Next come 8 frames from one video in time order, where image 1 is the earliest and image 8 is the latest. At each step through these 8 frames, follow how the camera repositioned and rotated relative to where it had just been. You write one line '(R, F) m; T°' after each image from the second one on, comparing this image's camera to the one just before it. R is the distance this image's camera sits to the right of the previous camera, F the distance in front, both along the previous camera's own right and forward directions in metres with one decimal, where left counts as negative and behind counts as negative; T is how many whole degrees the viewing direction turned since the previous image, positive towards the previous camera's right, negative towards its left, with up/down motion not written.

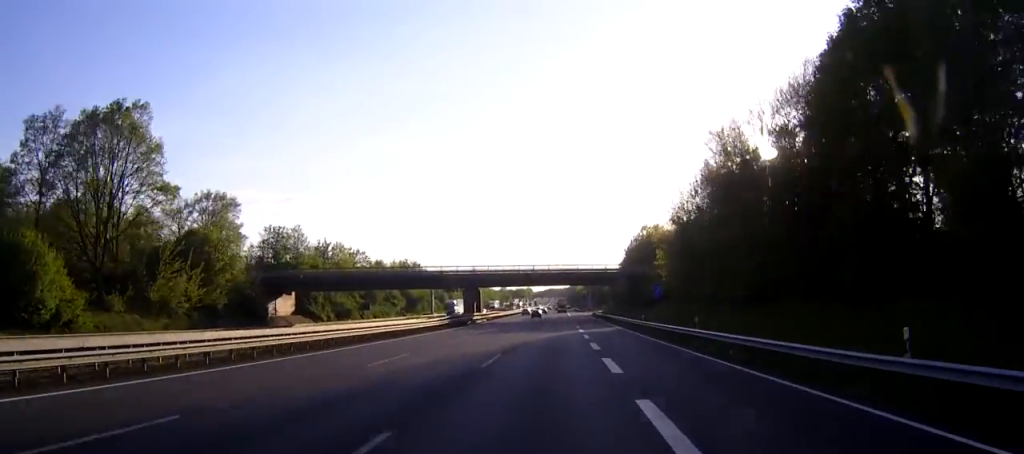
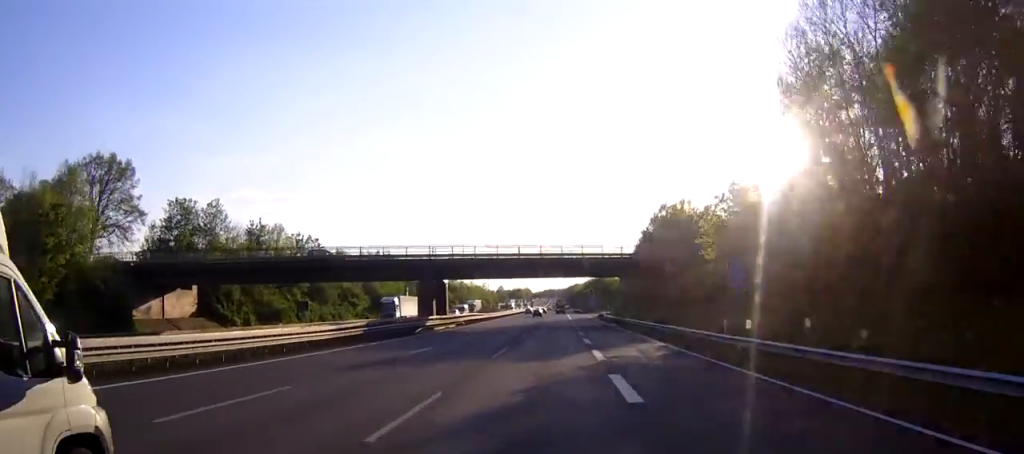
(-0.1, +30.4) m; 0°
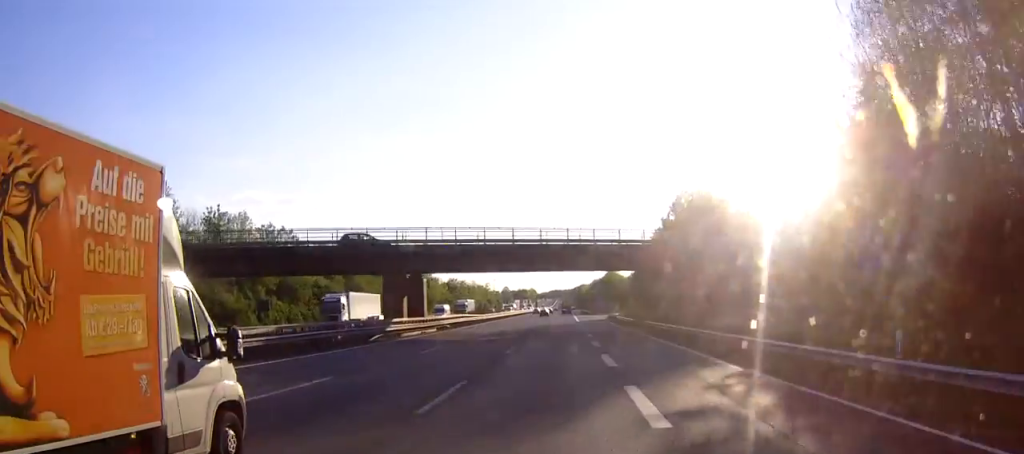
(0.0, +15.2) m; 0°
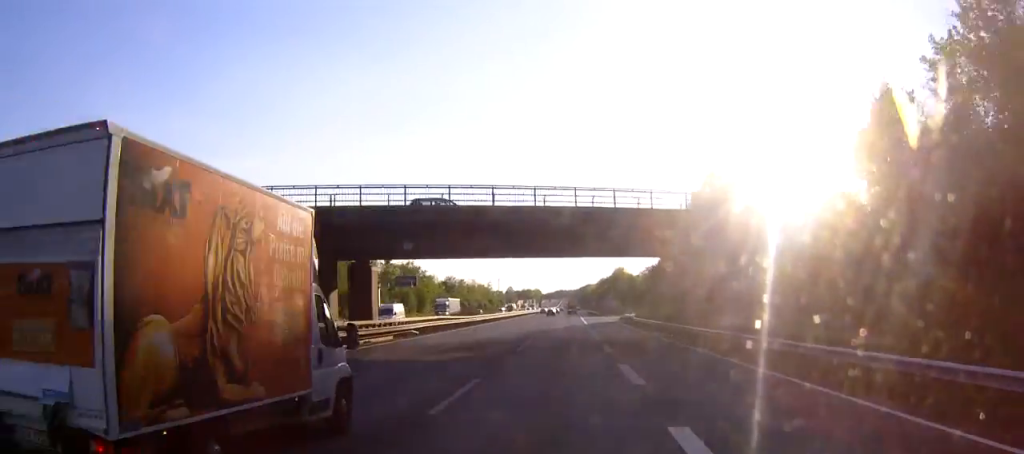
(-0.1, +18.1) m; 0°
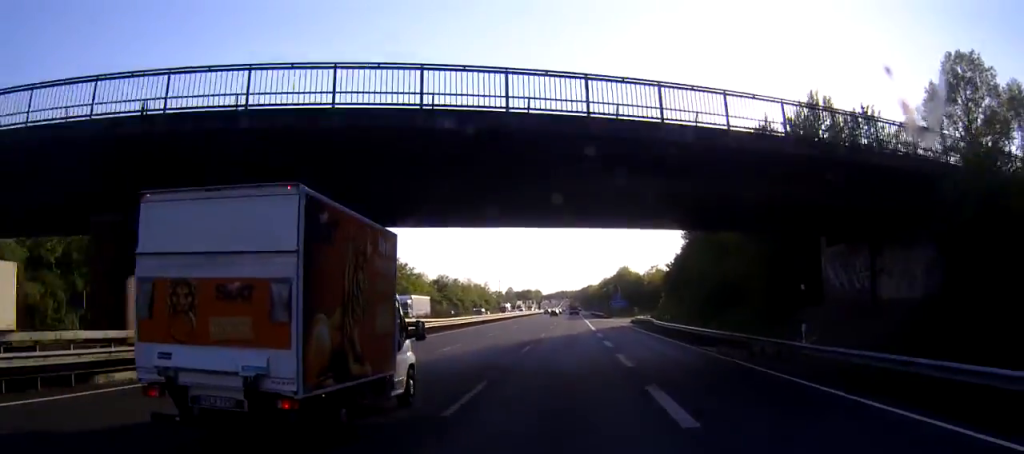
(0.0, +18.1) m; 0°
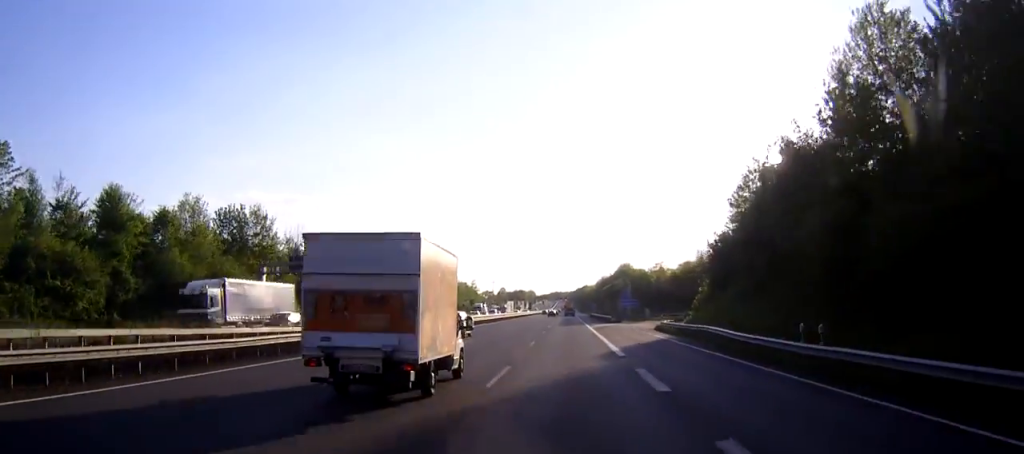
(0.0, +31.3) m; 0°
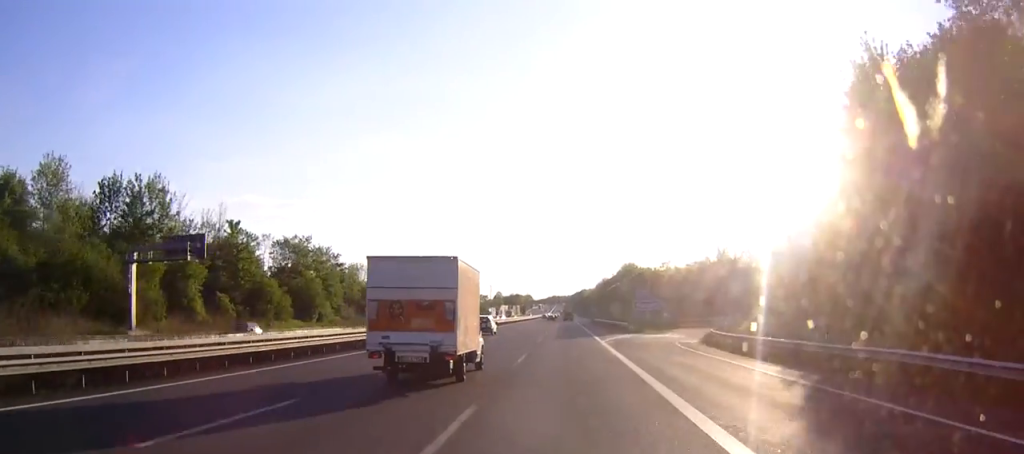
(0.0, +26.6) m; 0°
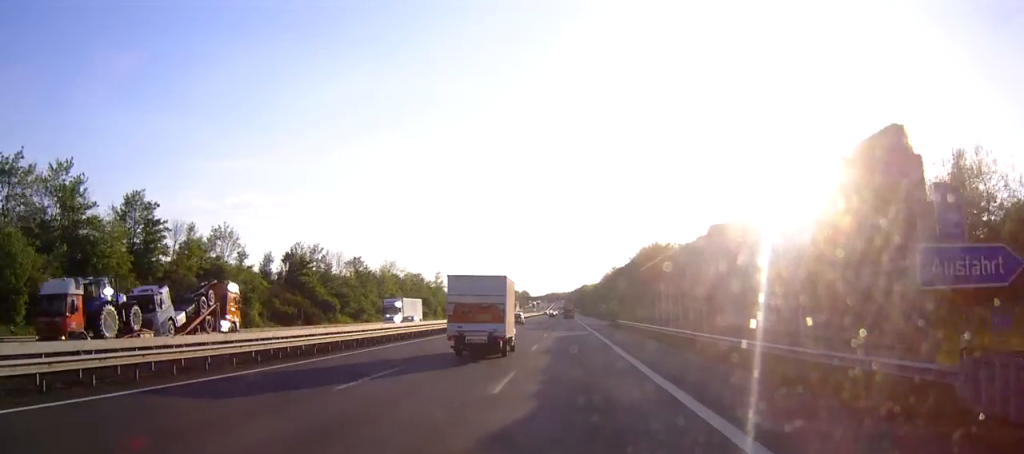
(+0.5, +63.4) m; +1°
